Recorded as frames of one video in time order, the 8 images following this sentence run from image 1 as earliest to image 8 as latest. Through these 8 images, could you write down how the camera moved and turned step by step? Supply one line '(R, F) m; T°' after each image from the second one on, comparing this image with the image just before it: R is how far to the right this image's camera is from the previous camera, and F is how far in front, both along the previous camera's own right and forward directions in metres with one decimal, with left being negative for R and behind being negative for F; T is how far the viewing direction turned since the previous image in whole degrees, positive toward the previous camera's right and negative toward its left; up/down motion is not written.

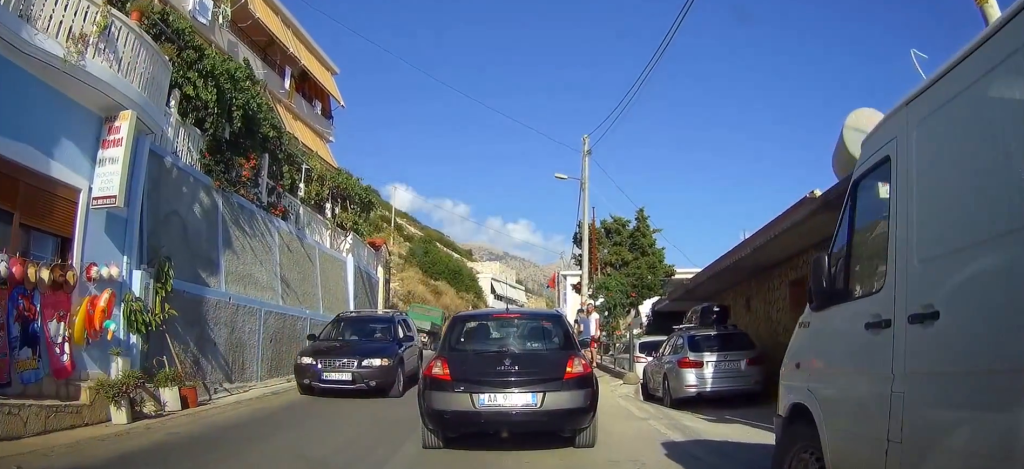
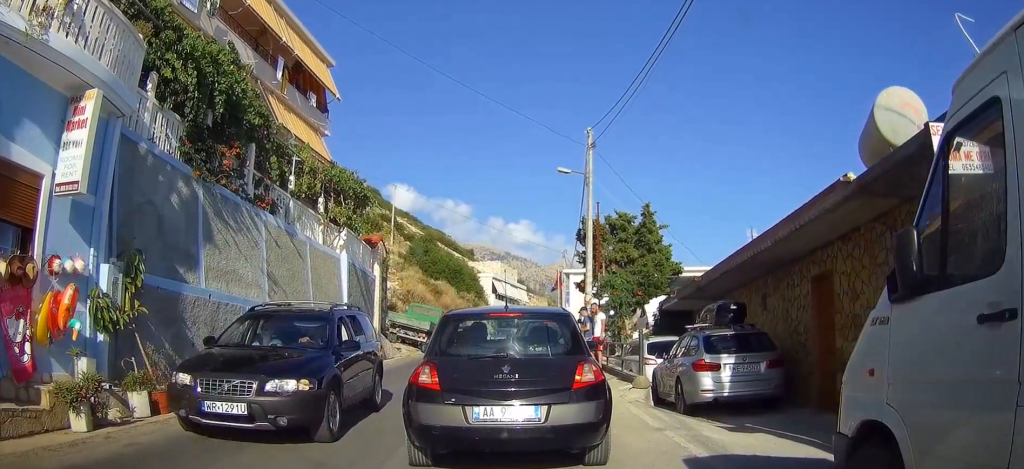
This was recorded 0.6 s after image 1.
(0.0, +0.8) m; 0°
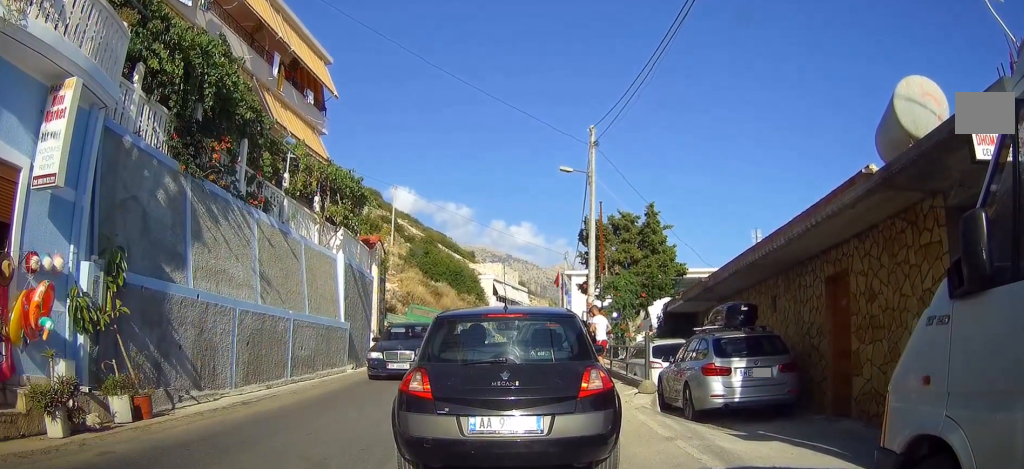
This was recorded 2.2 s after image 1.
(+0.4, +0.8) m; 0°
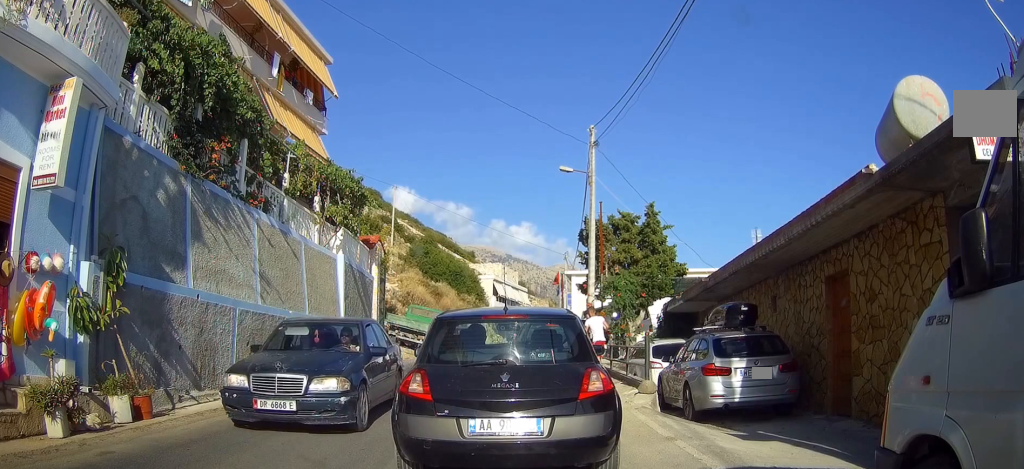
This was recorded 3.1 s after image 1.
(+0.1, +0.1) m; 0°
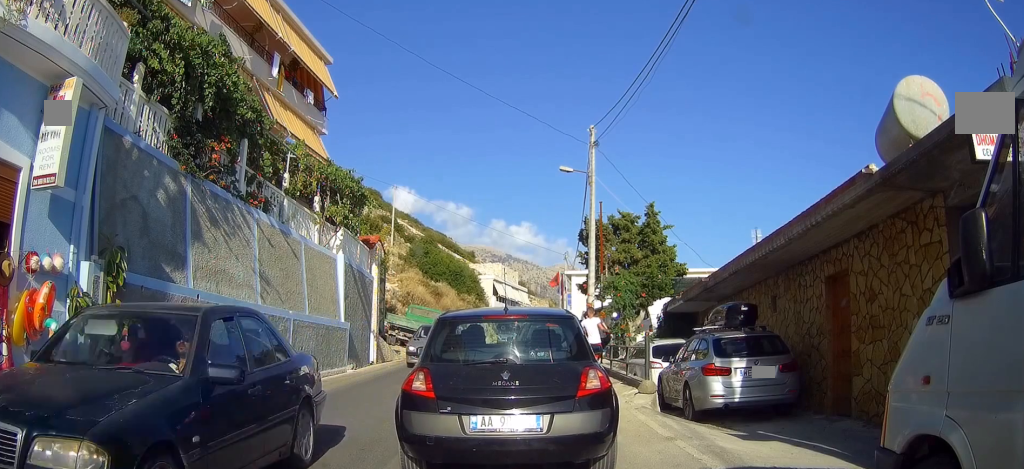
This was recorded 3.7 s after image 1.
(0.0, 0.0) m; 0°
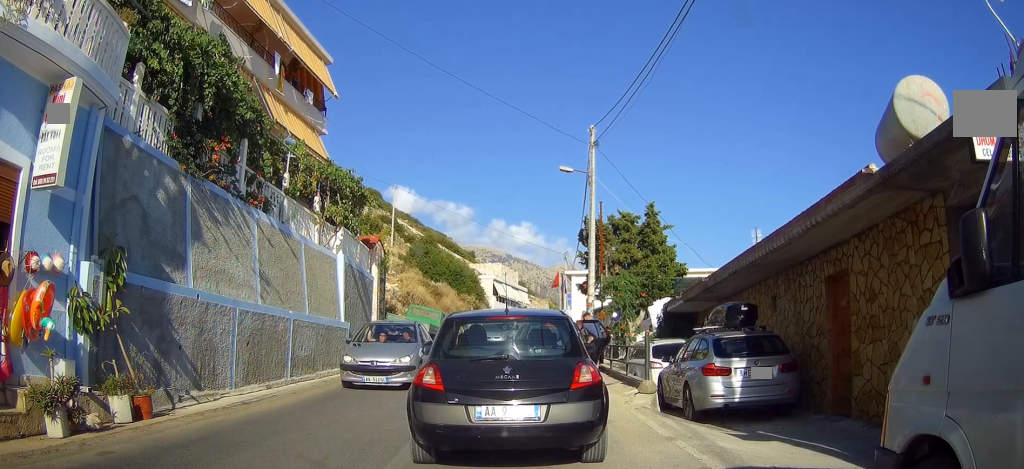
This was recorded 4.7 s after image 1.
(0.0, 0.0) m; 0°
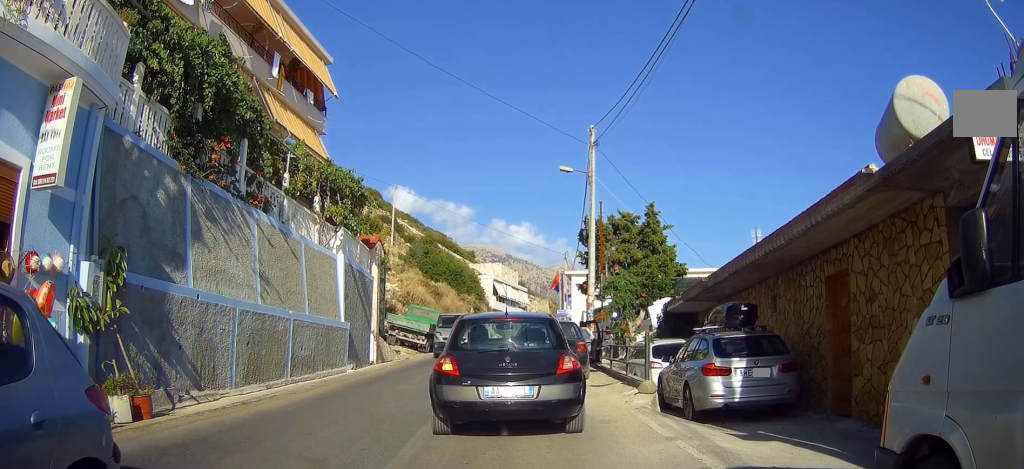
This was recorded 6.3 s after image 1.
(-0.1, +0.2) m; 0°
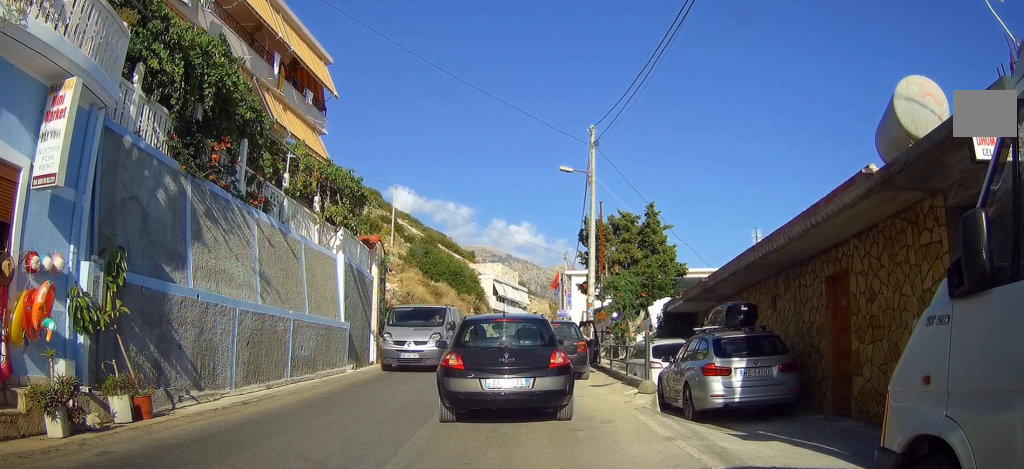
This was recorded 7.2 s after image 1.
(0.0, 0.0) m; 0°
